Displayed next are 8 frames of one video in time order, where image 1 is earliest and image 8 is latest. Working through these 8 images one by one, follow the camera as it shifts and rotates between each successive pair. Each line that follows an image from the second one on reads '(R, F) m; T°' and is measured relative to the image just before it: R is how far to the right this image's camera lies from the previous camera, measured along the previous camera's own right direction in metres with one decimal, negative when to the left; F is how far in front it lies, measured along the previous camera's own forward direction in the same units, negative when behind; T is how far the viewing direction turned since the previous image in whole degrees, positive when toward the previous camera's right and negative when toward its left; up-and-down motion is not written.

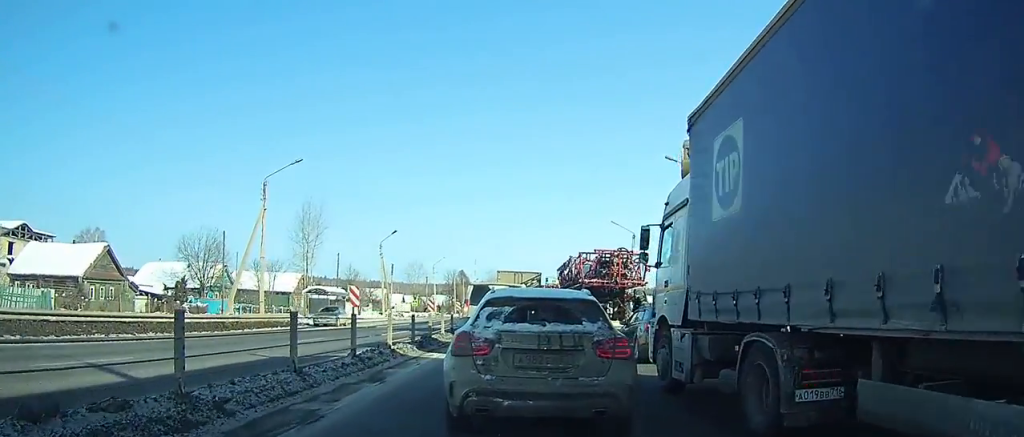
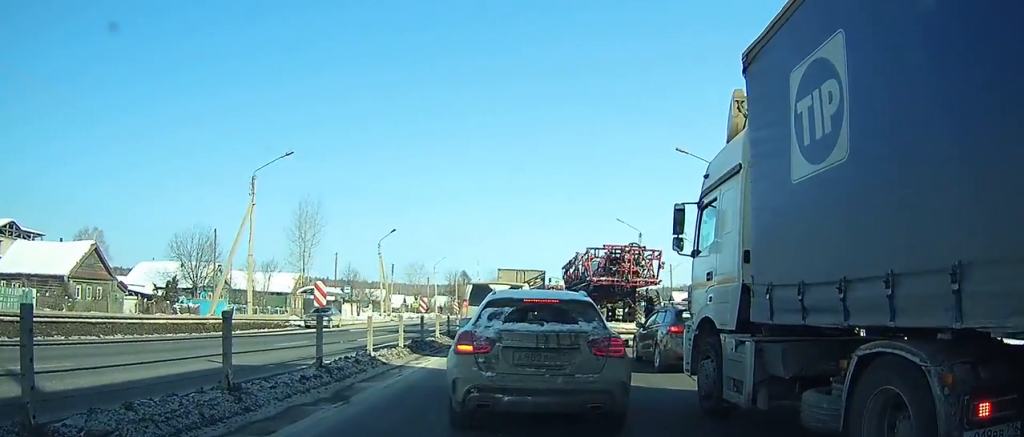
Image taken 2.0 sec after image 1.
(+0.1, +2.1) m; +2°
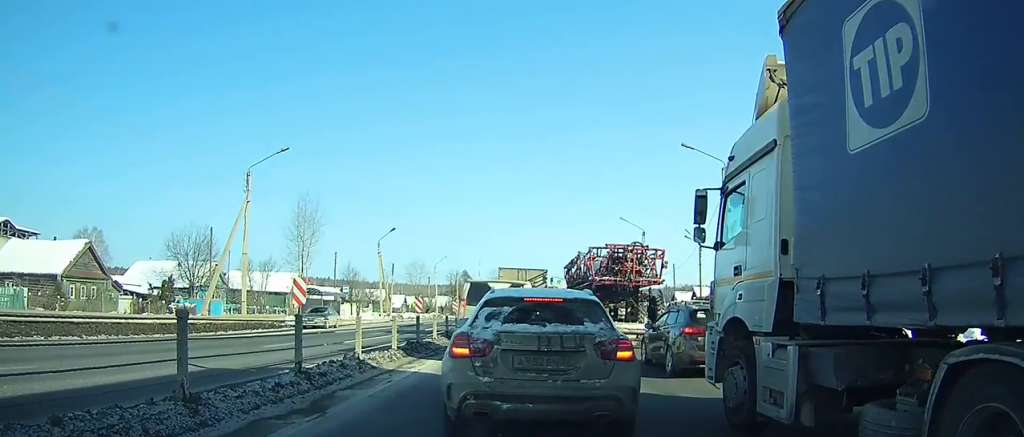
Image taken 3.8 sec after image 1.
(0.0, +1.4) m; -2°
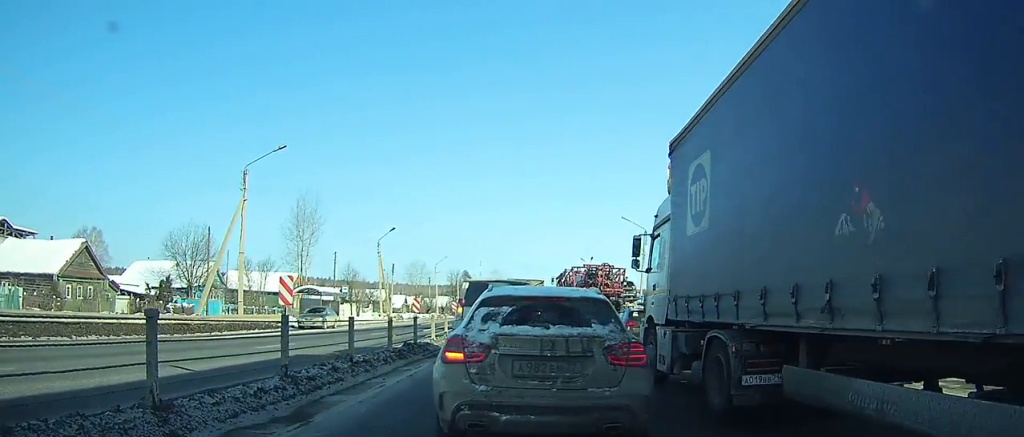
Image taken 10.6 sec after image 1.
(-0.6, +3.8) m; -6°
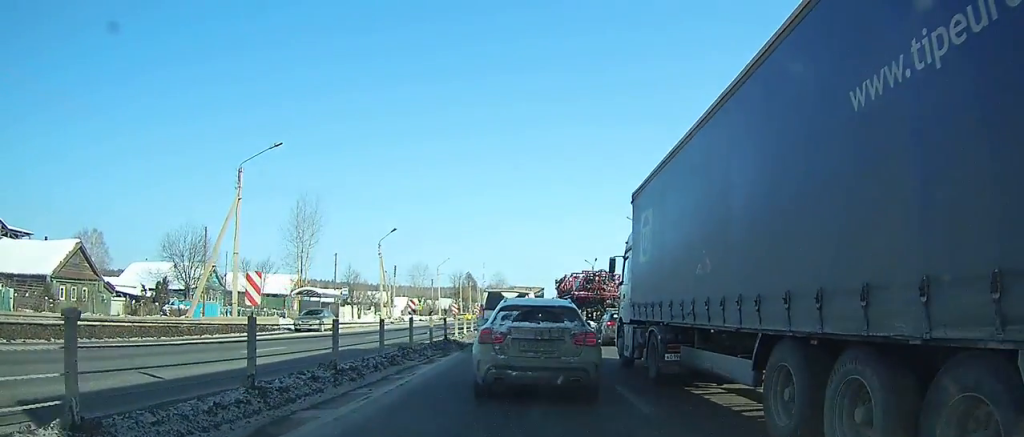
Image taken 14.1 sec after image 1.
(+0.2, +5.0) m; +2°
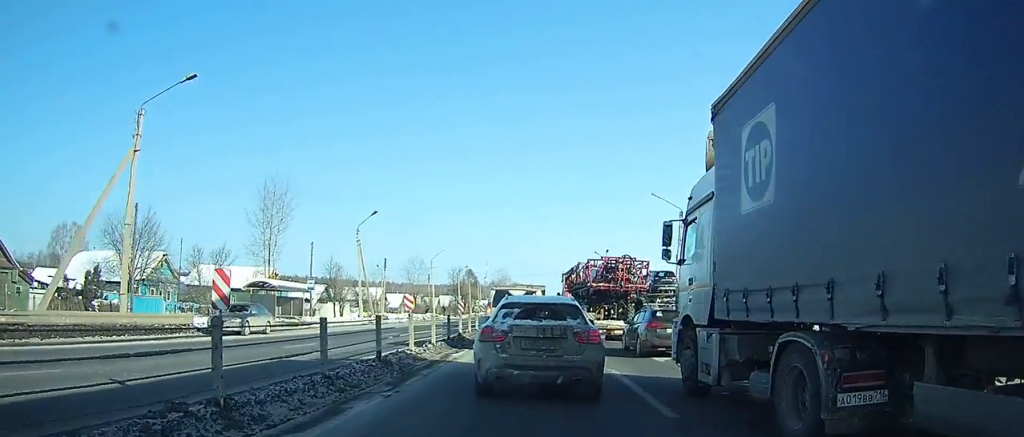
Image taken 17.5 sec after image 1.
(-0.1, +8.3) m; -1°
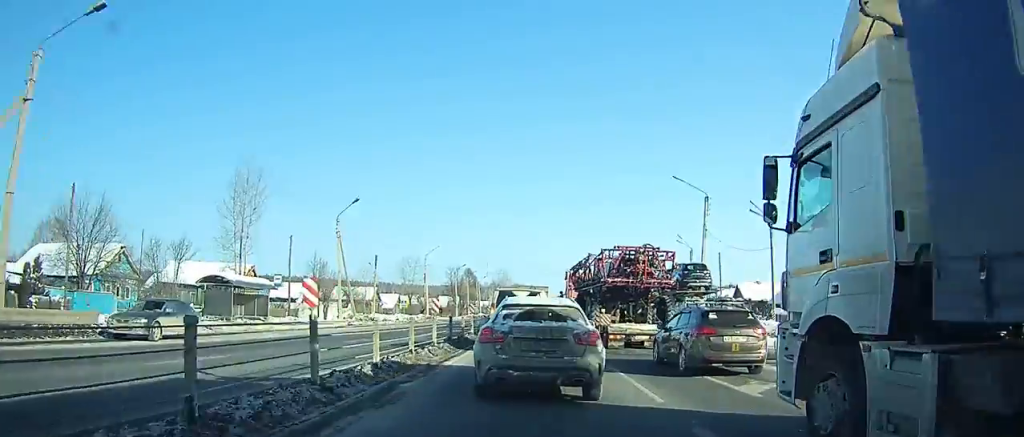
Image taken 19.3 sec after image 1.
(-0.1, +5.2) m; 0°
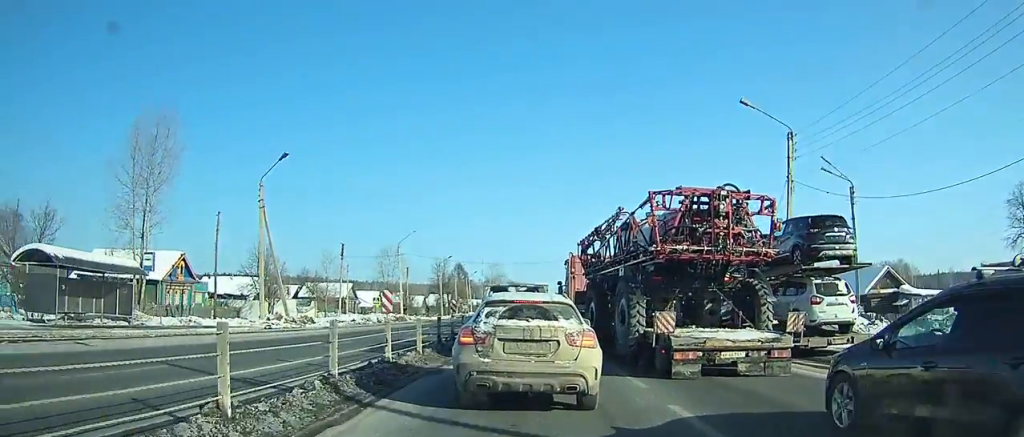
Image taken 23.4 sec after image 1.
(+0.2, +10.9) m; +1°
